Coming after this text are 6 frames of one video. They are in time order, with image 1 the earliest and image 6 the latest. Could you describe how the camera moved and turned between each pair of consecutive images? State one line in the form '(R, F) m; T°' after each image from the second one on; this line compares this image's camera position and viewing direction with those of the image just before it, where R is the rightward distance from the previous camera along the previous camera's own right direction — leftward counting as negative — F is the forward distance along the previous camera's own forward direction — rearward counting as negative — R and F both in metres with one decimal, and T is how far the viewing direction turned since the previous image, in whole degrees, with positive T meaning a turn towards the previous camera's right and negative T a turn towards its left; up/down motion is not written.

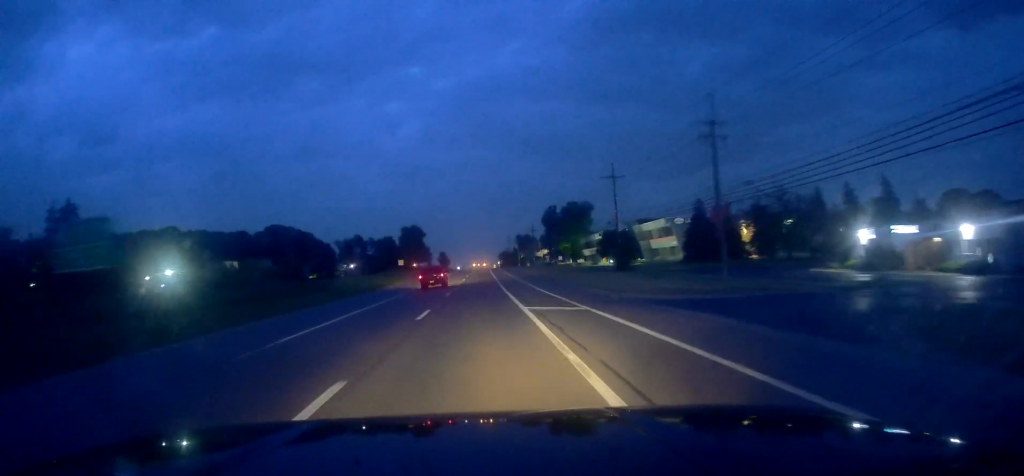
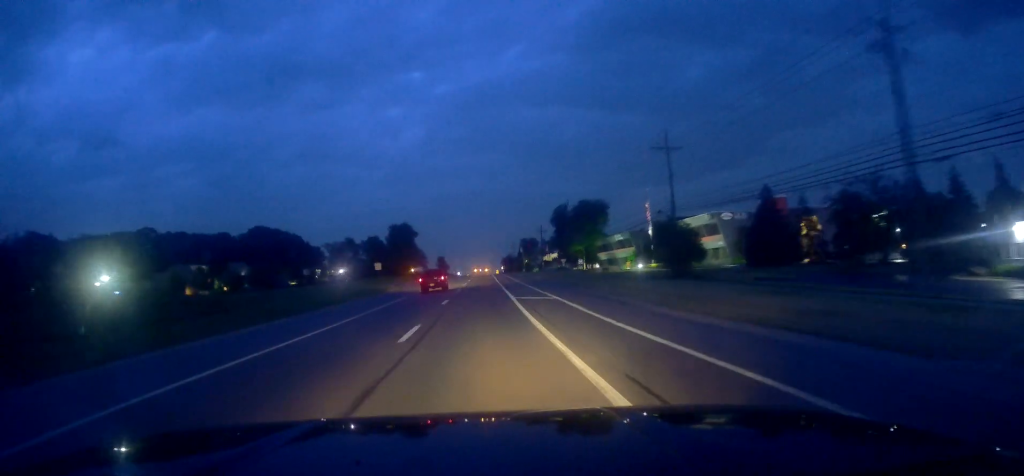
(0.0, +20.4) m; 0°
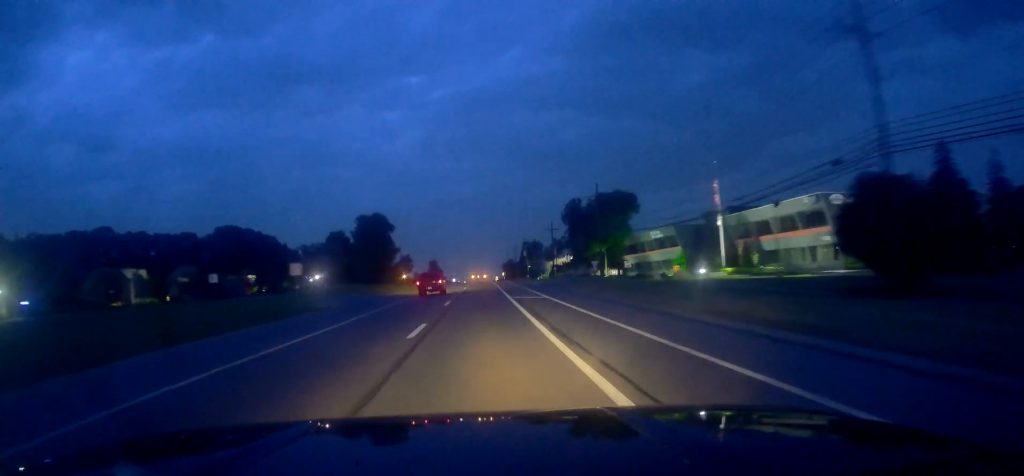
(0.0, +30.1) m; -1°
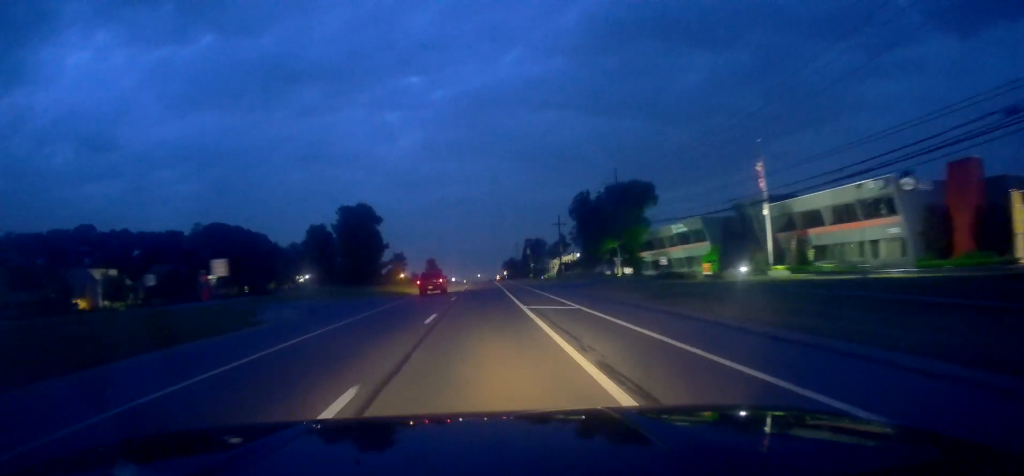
(0.0, +11.4) m; 0°
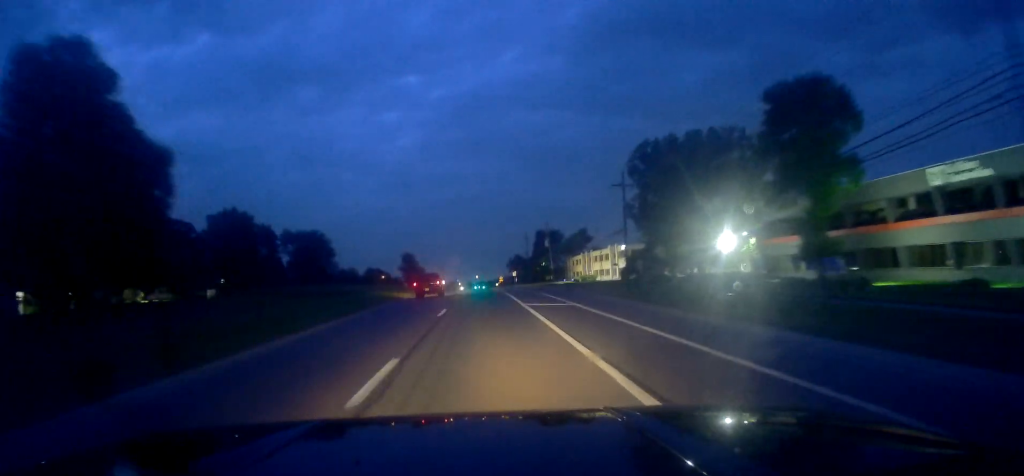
(-0.1, +57.8) m; 0°
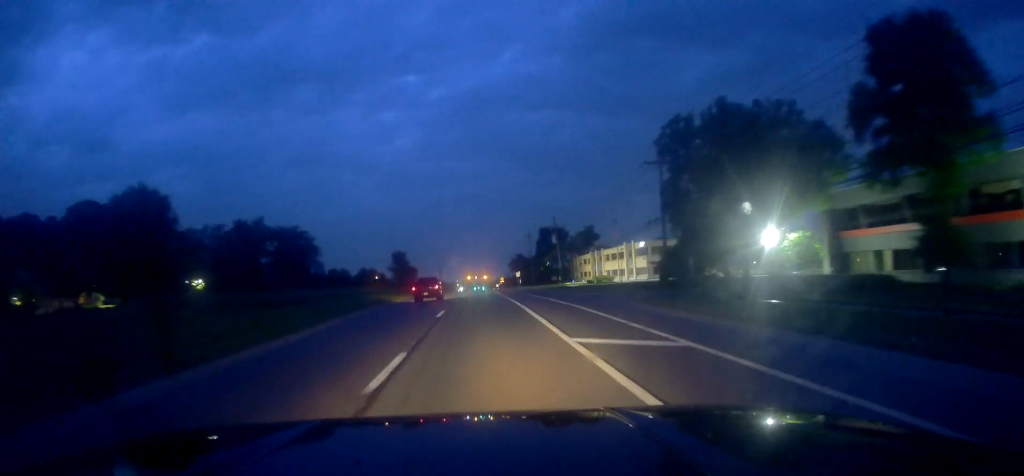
(-0.2, +14.8) m; 0°
